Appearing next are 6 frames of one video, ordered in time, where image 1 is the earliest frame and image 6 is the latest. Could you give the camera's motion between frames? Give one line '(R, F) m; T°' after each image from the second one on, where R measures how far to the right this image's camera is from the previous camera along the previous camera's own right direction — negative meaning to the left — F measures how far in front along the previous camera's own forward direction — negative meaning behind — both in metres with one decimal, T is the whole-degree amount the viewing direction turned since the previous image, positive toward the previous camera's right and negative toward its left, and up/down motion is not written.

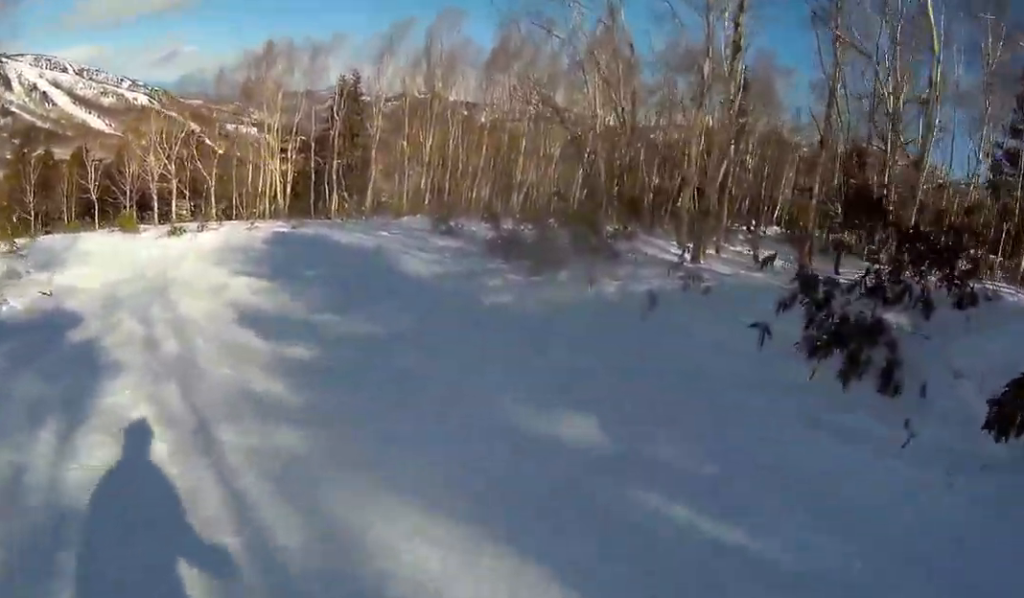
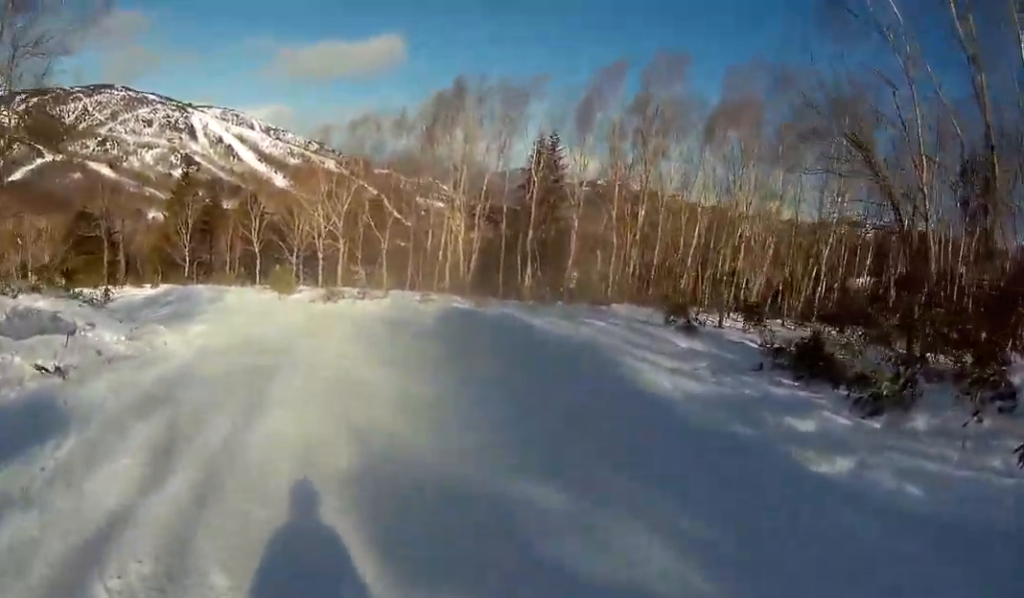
(-1.5, +8.3) m; -7°
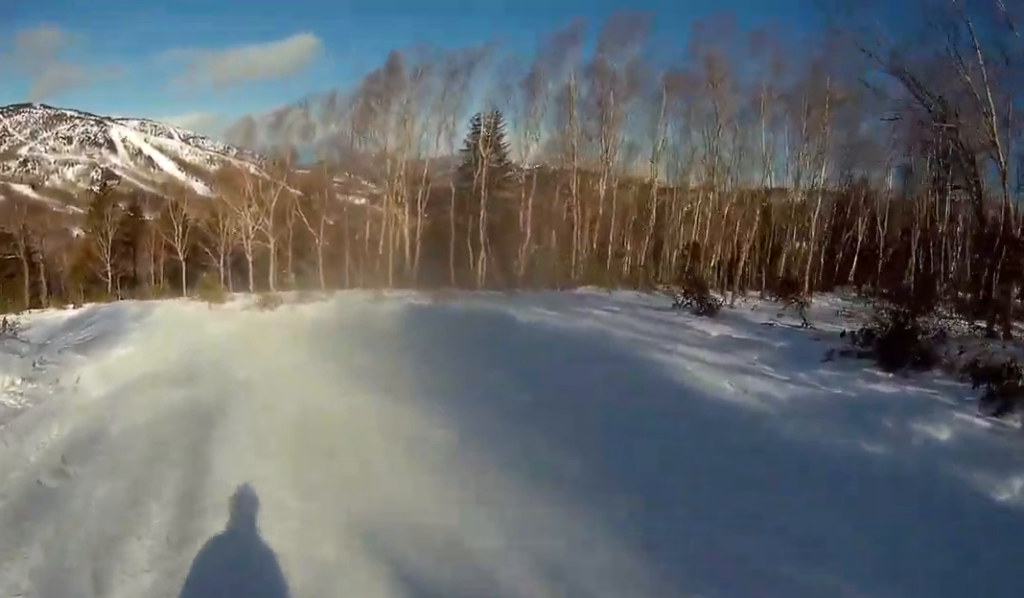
(+0.2, +3.7) m; +3°
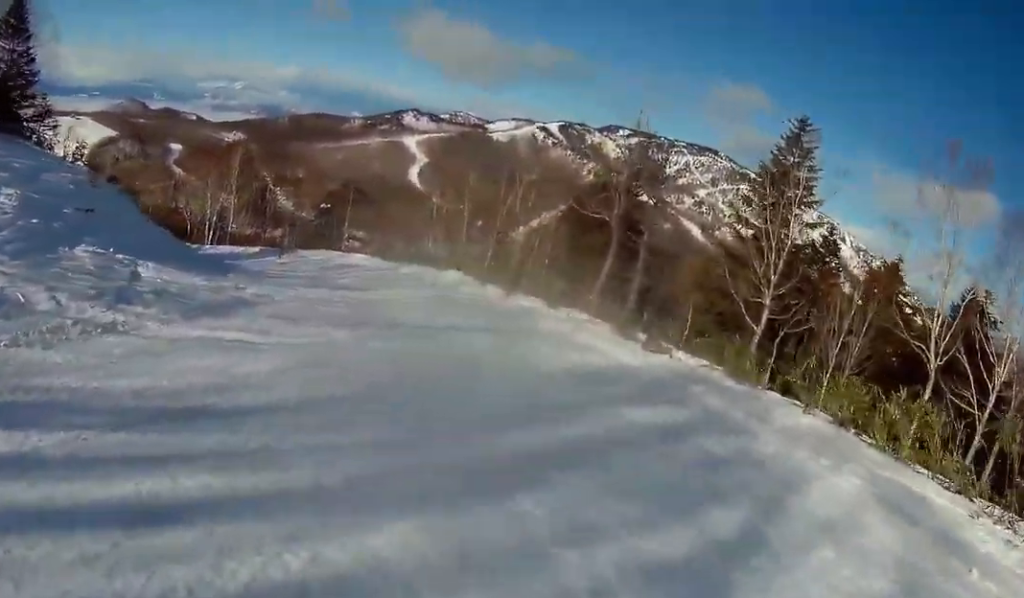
(-4.2, +34.9) m; -36°
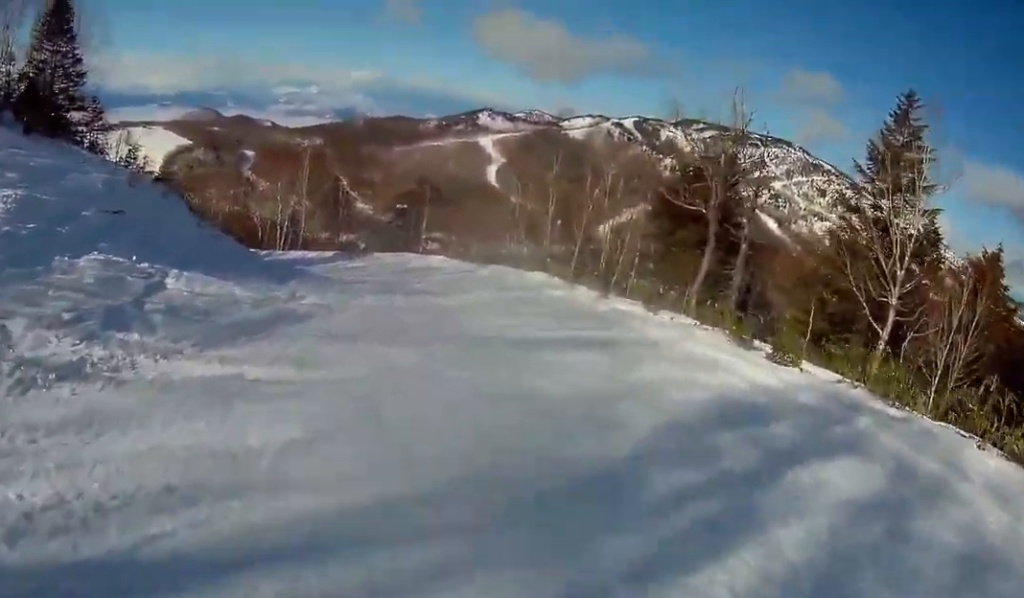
(-0.6, +3.0) m; -5°
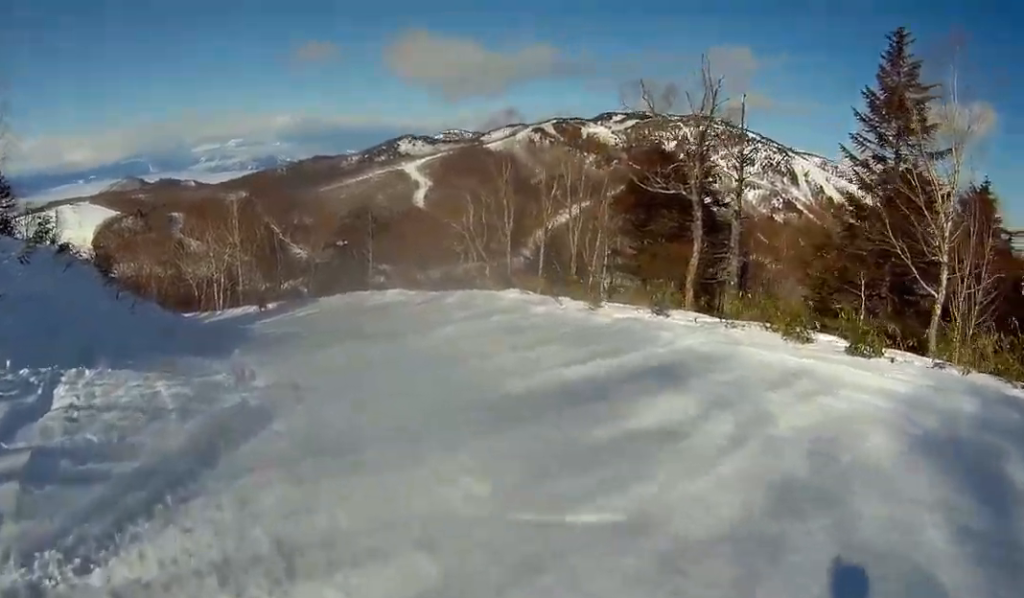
(-0.5, +4.4) m; -5°
